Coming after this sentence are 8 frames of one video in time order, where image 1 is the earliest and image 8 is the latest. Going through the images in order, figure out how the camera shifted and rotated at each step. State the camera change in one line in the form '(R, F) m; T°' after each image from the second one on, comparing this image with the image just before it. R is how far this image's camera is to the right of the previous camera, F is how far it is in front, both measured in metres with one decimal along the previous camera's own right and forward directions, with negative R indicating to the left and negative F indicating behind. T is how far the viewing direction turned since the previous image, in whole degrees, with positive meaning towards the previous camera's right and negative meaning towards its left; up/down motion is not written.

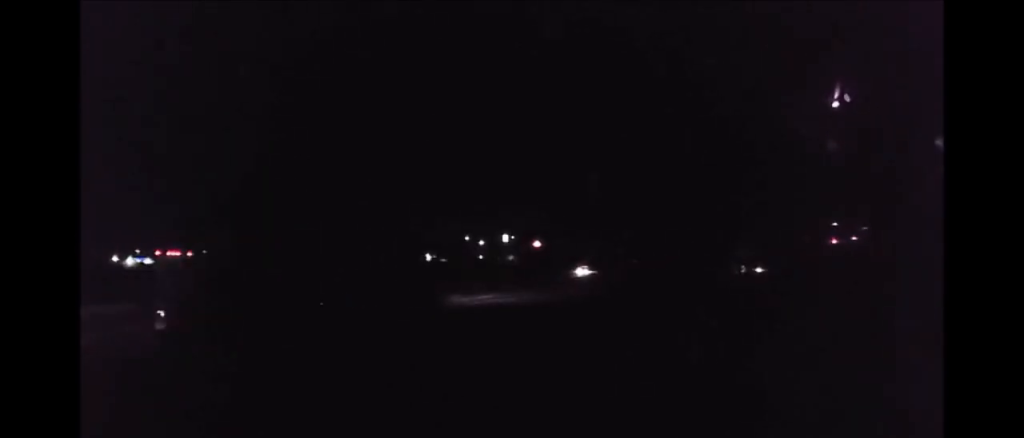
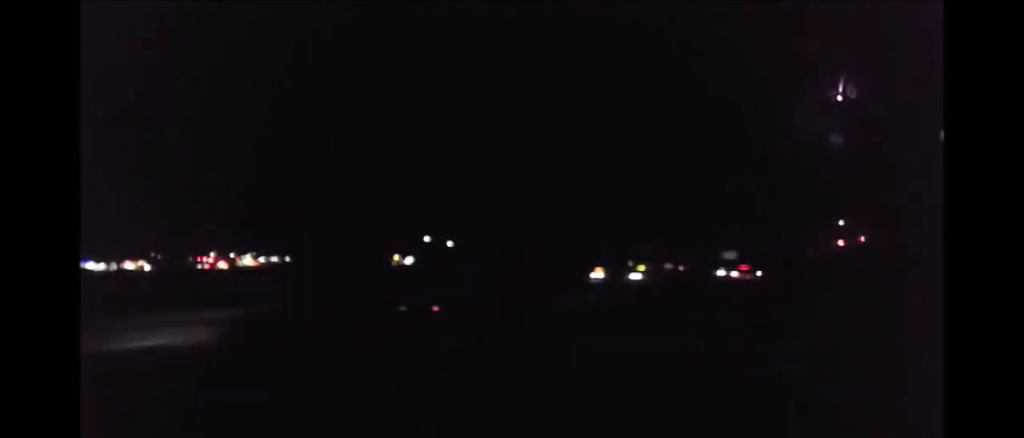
(+0.5, +29.9) m; +1°
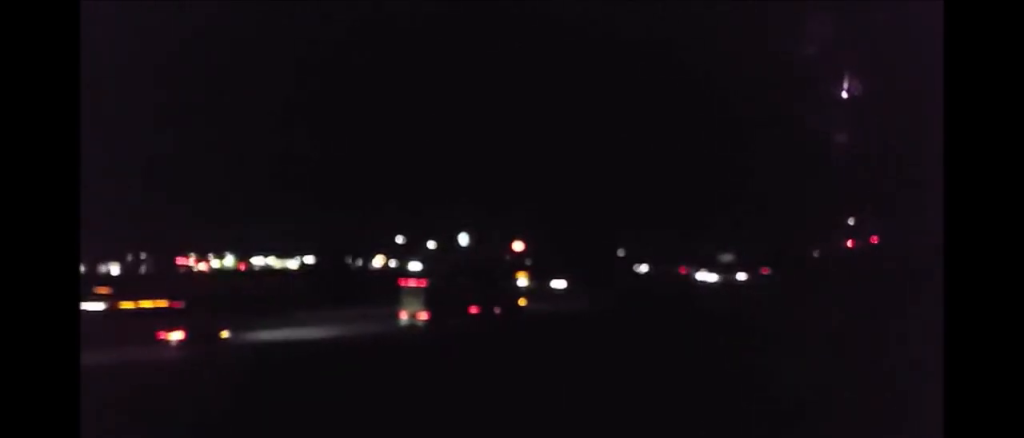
(-0.4, +22.2) m; -1°
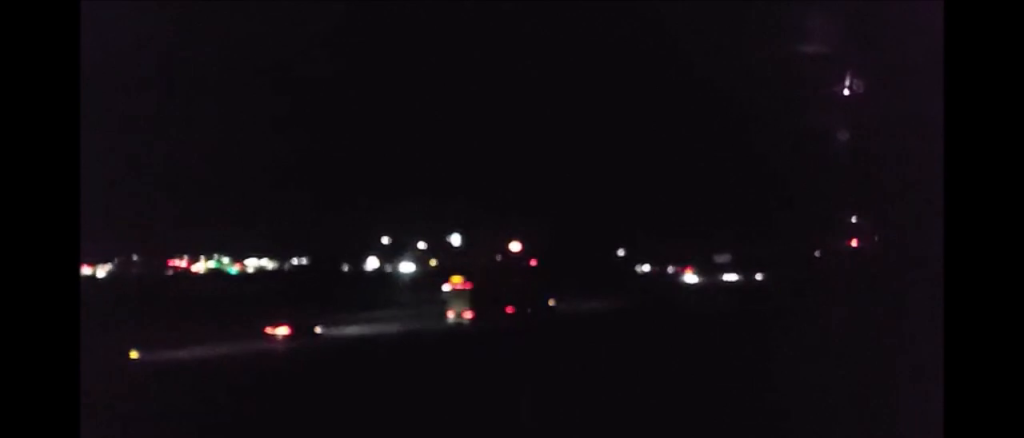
(0.0, +11.9) m; 0°
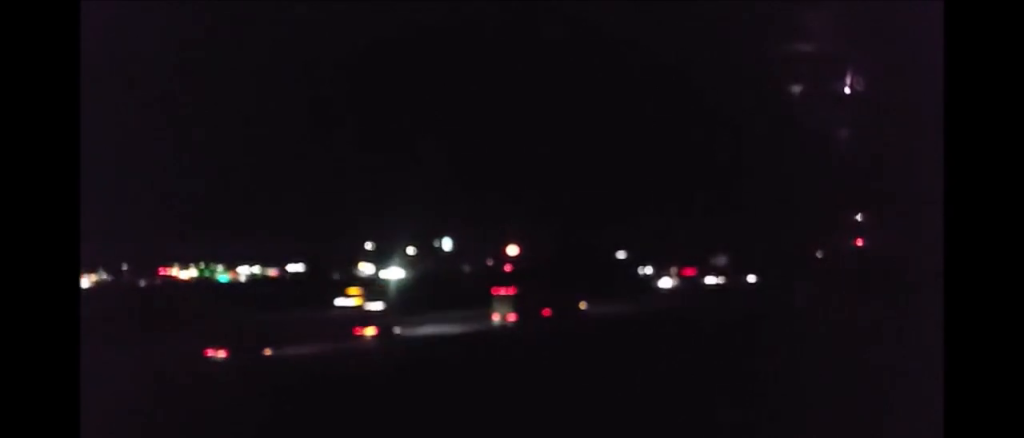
(-0.1, +10.9) m; +1°
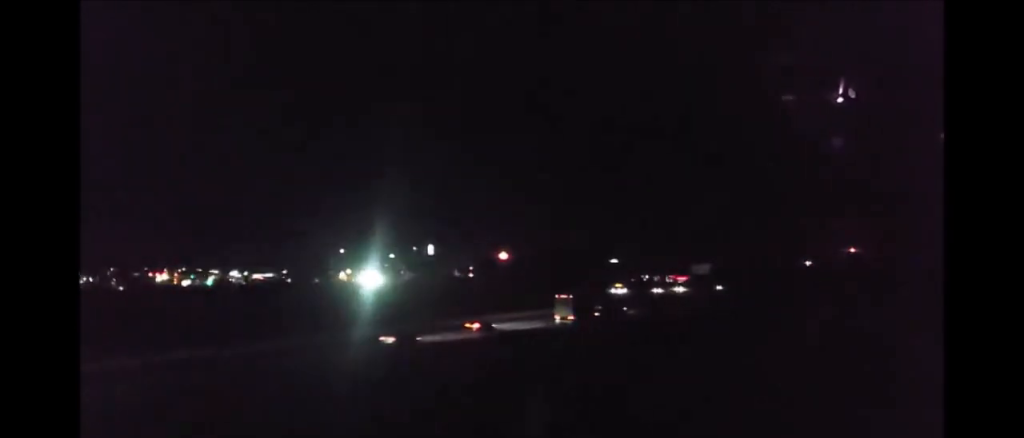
(+0.3, +18.1) m; -1°
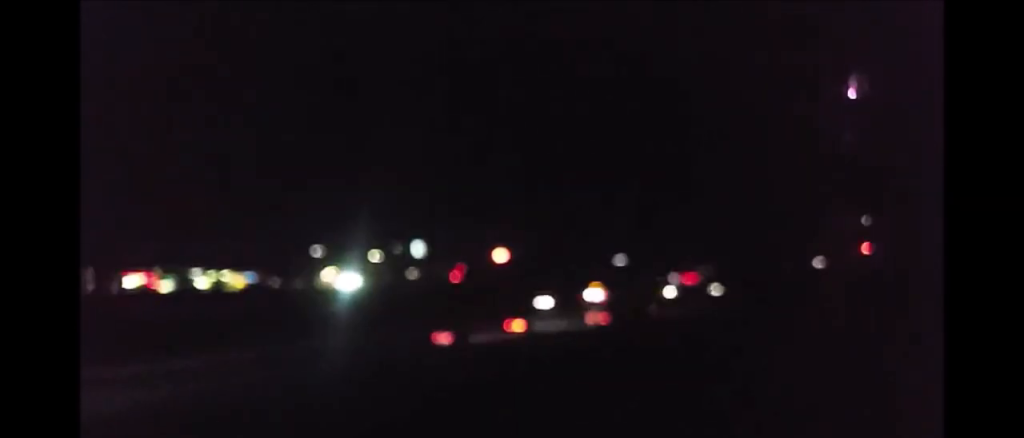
(-0.1, +7.9) m; -3°
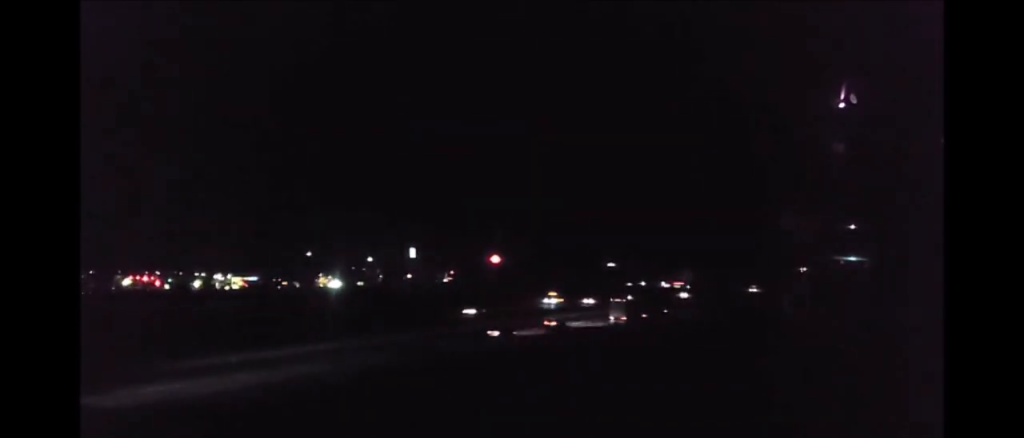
(-0.3, +7.8) m; 0°
